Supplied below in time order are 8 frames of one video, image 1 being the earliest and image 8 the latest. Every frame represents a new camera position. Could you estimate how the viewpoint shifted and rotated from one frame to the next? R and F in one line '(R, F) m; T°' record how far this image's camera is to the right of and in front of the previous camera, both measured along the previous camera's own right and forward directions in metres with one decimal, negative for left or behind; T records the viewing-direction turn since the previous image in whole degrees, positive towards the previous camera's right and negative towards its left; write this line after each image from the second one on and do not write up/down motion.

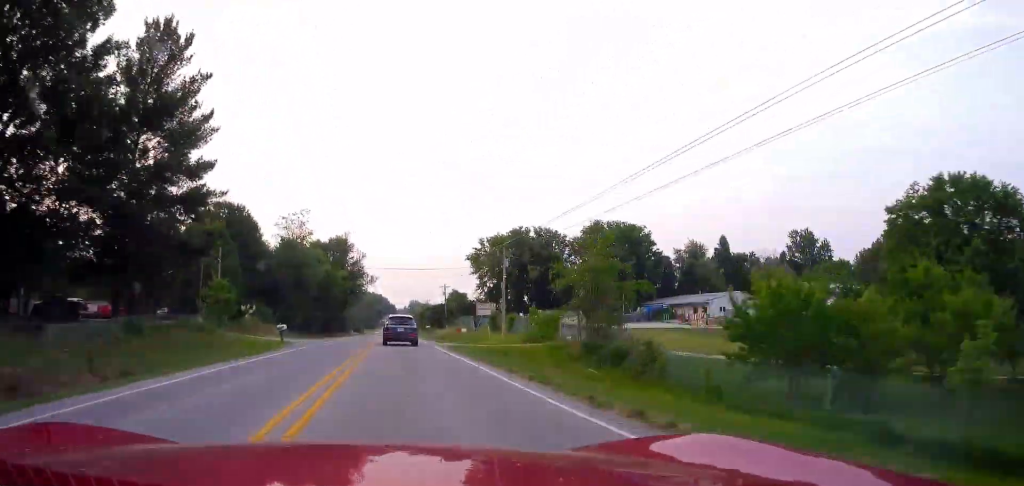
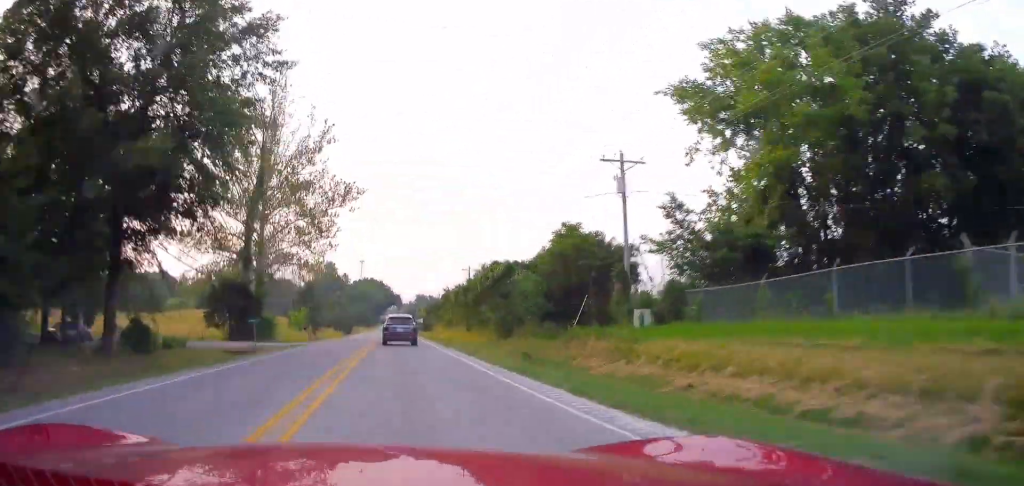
(-0.3, +90.3) m; 0°
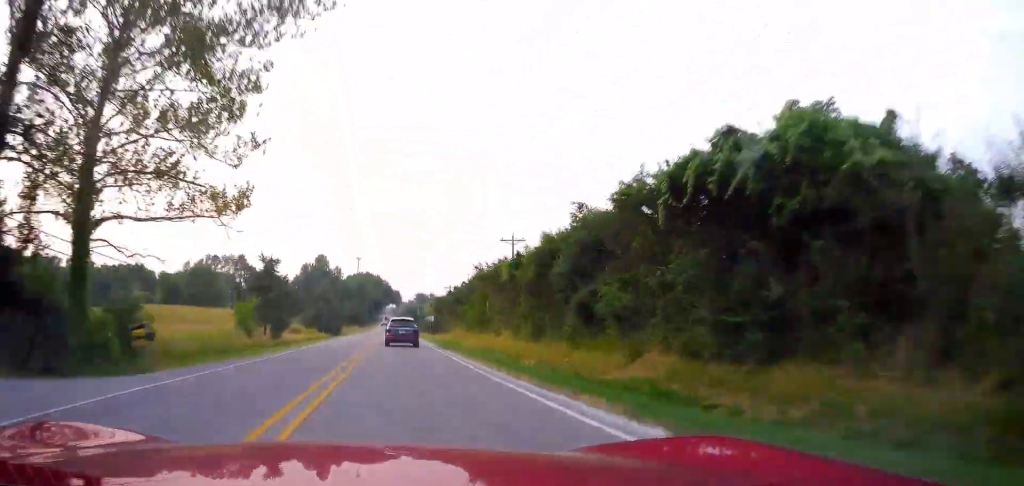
(+0.2, +33.1) m; 0°
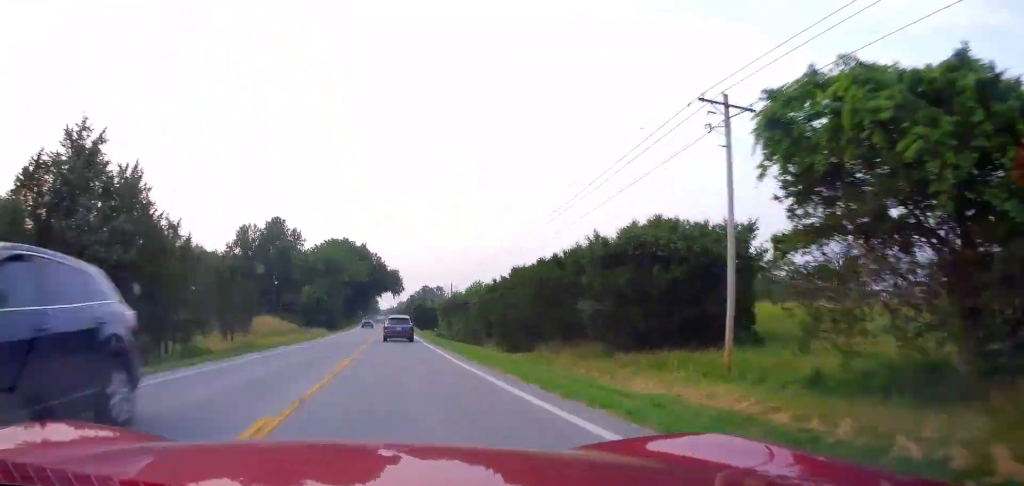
(+0.3, +102.9) m; 0°
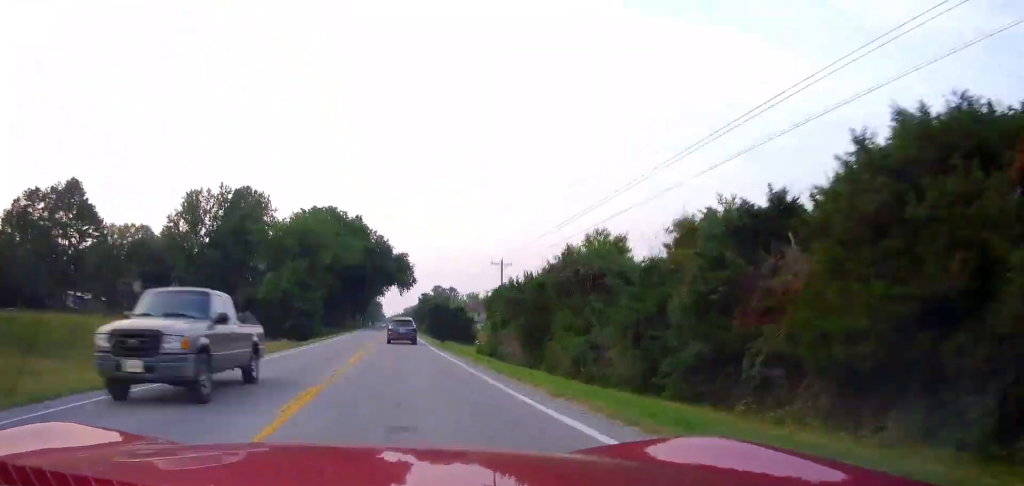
(+0.3, +44.4) m; 0°
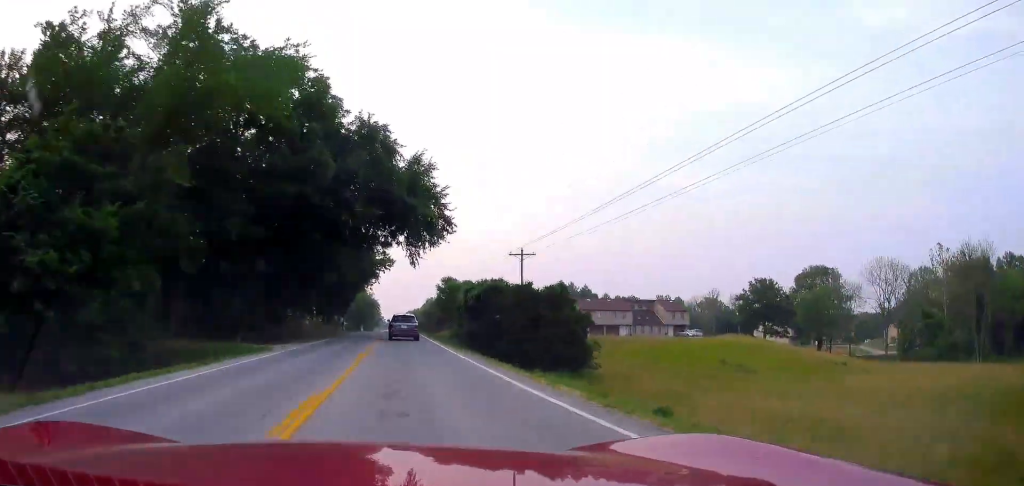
(-0.4, +61.5) m; 0°
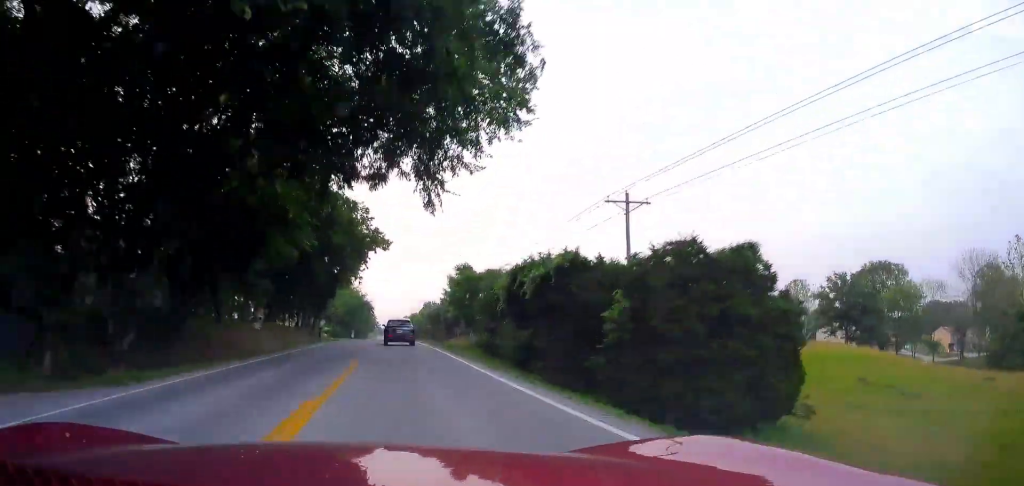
(+0.3, +24.3) m; 0°
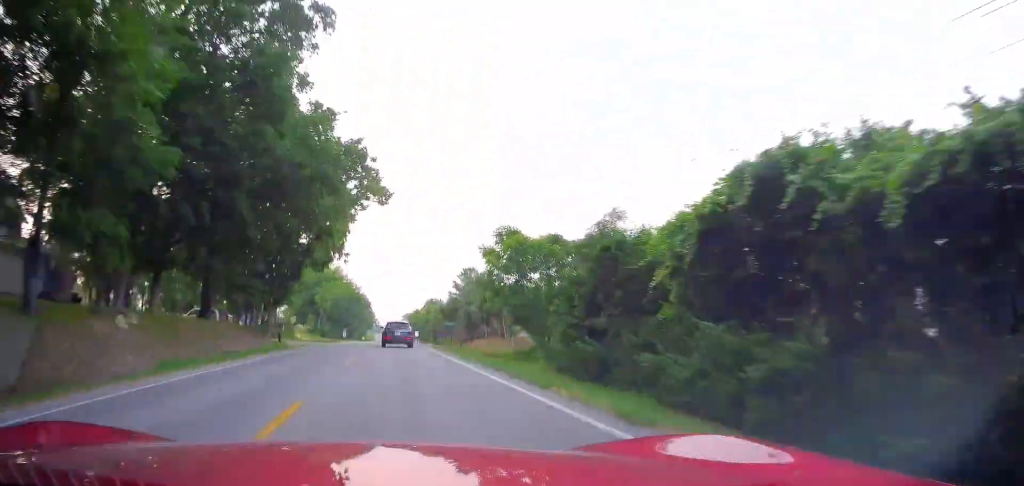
(+0.1, +24.2) m; 0°
